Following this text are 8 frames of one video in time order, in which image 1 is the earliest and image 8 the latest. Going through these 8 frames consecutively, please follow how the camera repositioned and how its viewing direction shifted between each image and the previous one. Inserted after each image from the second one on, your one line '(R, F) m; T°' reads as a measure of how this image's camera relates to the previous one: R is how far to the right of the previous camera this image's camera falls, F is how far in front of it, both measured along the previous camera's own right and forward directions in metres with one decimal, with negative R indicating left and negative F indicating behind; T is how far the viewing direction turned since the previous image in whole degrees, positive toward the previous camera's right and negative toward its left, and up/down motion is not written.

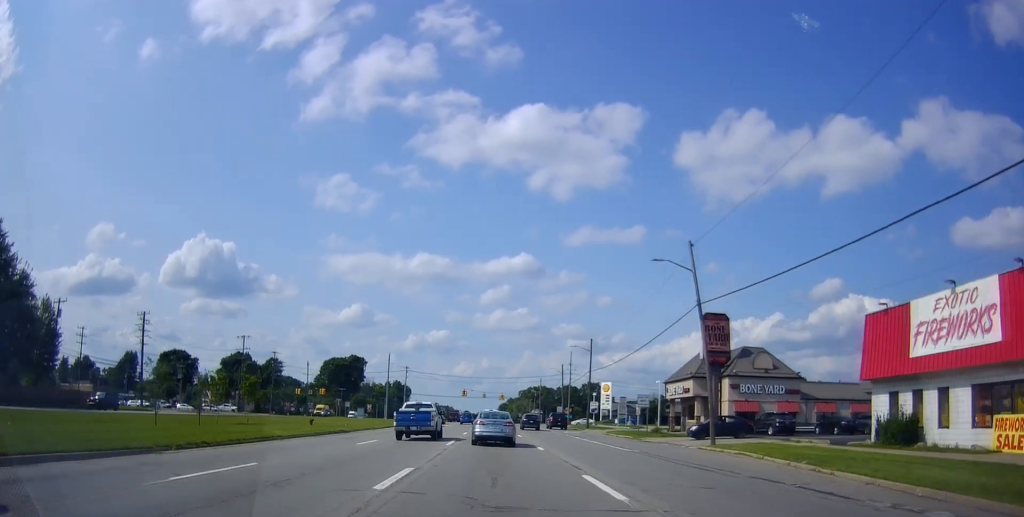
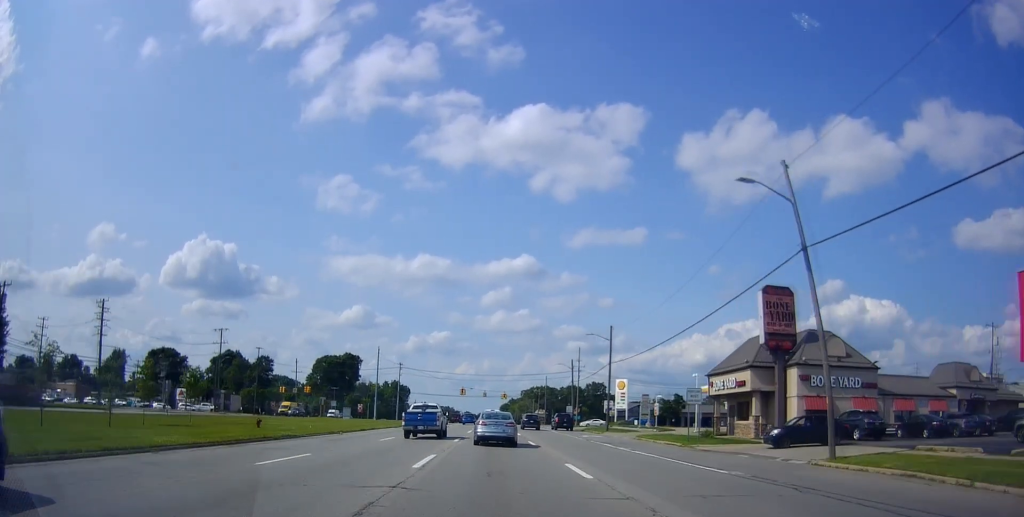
(-0.1, +11.3) m; -1°
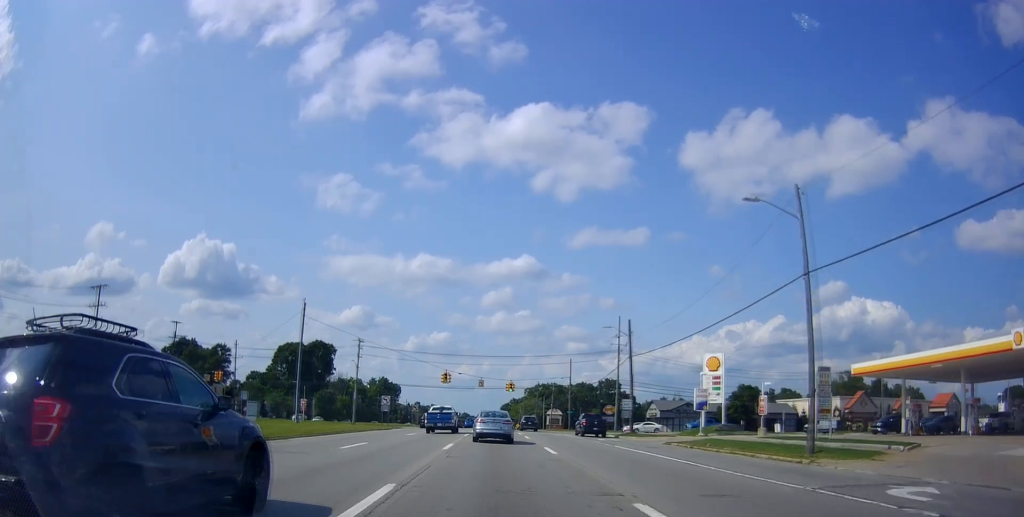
(+0.6, +38.3) m; +1°
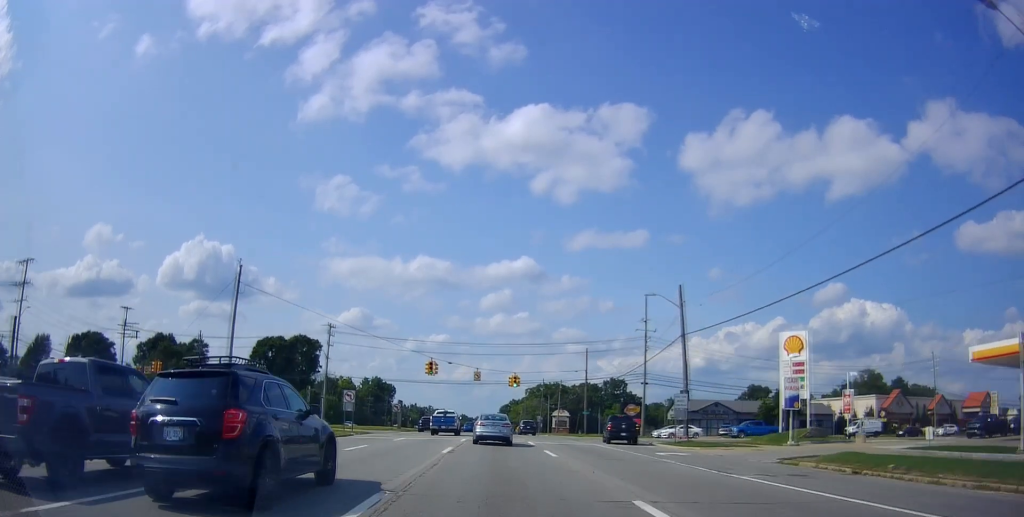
(-0.7, +15.2) m; 0°
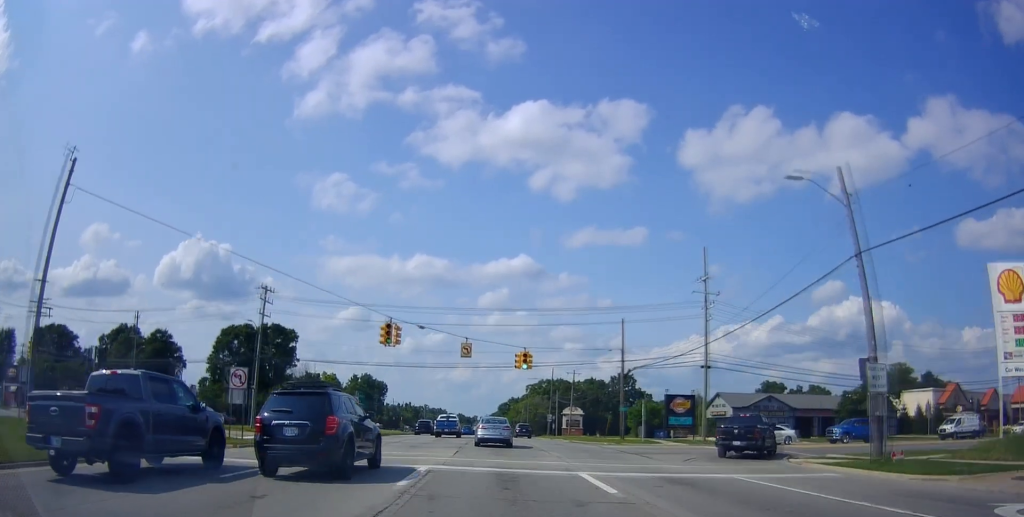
(+0.7, +20.8) m; +2°
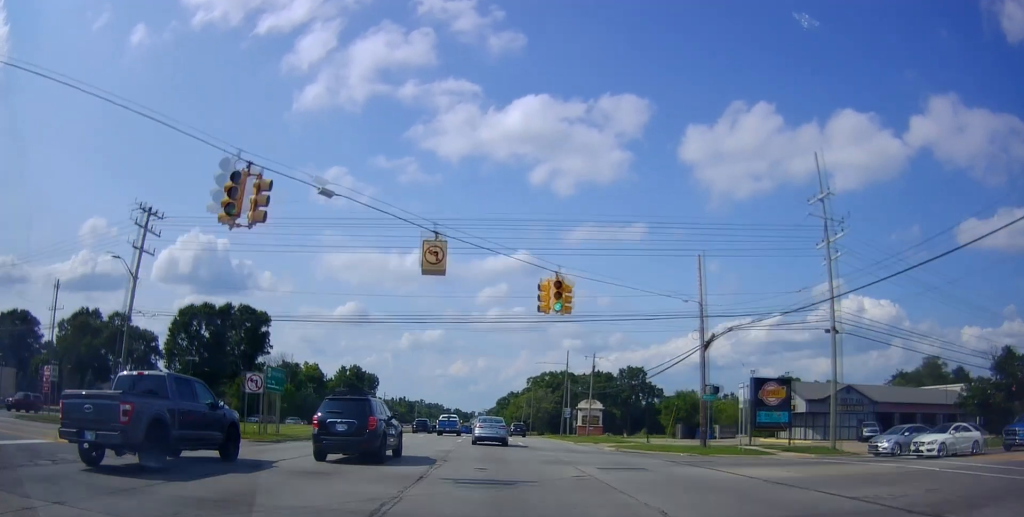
(0.0, +20.0) m; +1°
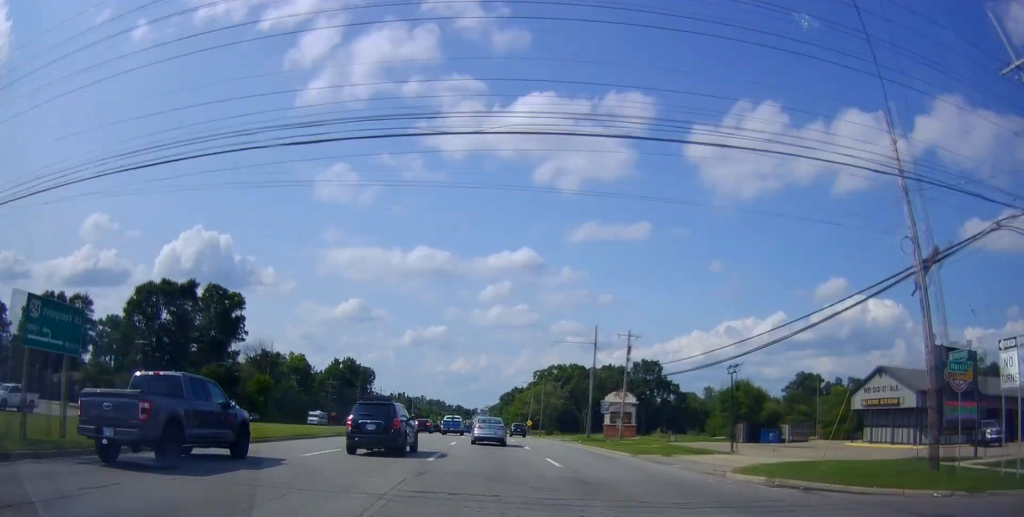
(+0.2, +17.7) m; 0°
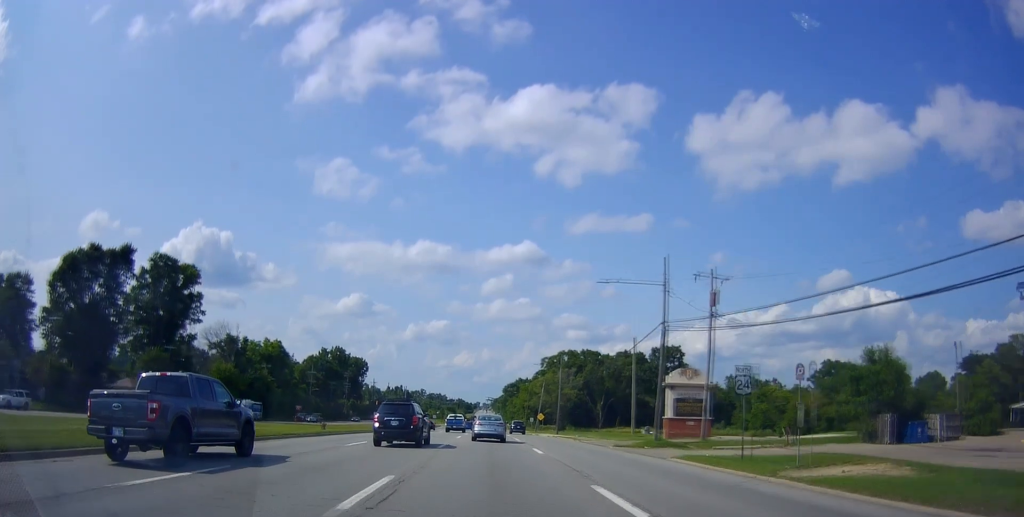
(-0.2, +22.0) m; -2°
